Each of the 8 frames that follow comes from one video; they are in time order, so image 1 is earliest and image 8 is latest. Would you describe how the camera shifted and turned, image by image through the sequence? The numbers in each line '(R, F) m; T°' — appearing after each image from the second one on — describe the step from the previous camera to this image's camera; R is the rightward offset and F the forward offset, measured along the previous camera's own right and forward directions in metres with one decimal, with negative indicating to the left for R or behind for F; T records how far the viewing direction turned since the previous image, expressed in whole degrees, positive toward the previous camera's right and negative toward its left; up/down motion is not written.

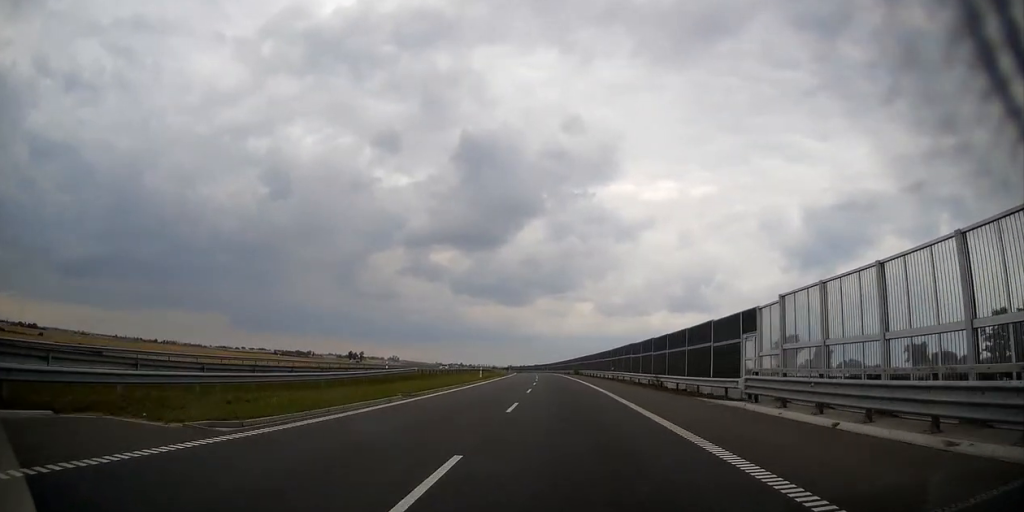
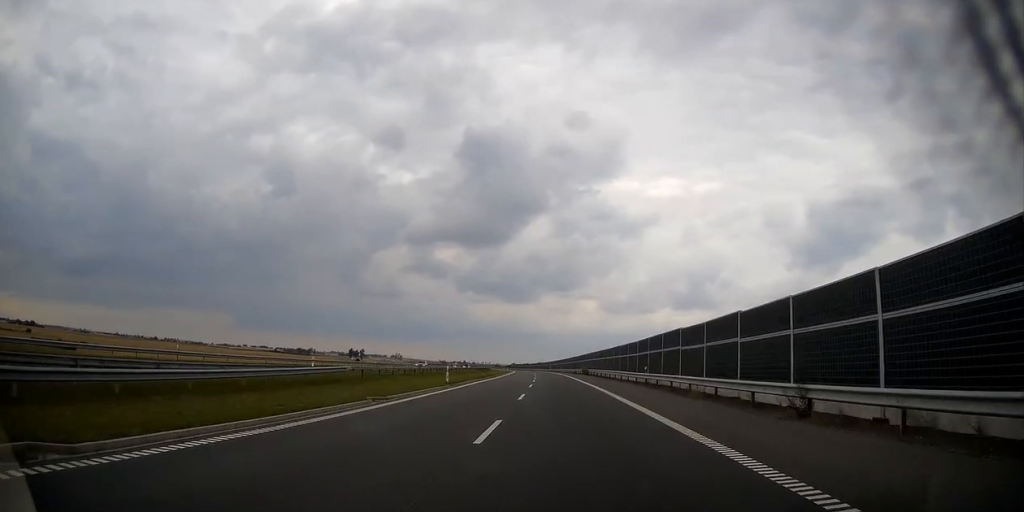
(0.0, +18.8) m; 0°
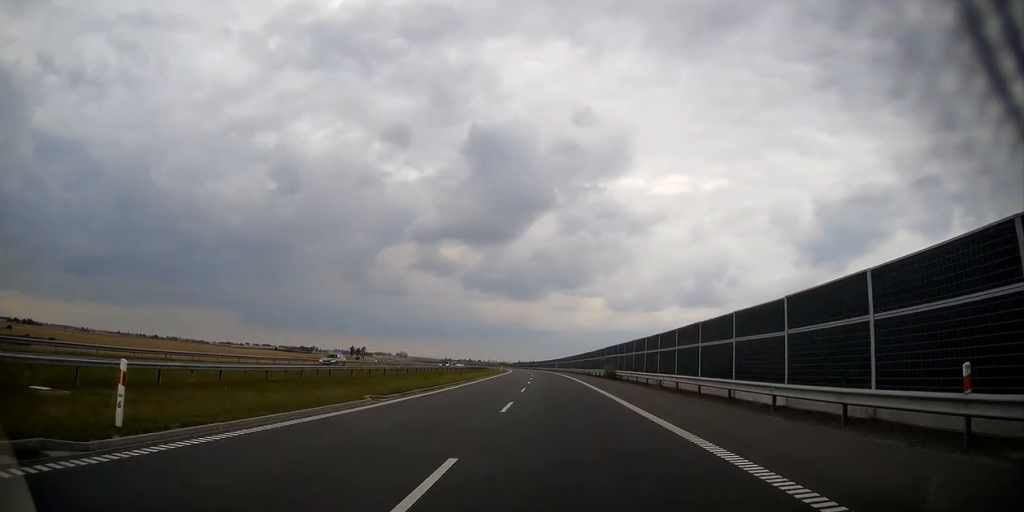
(0.0, +29.5) m; 0°
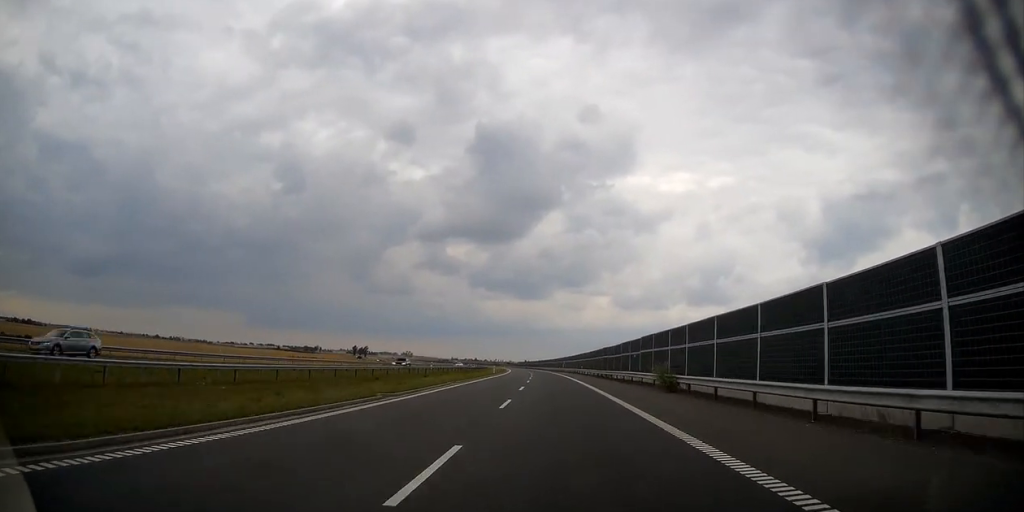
(0.0, +22.5) m; -1°
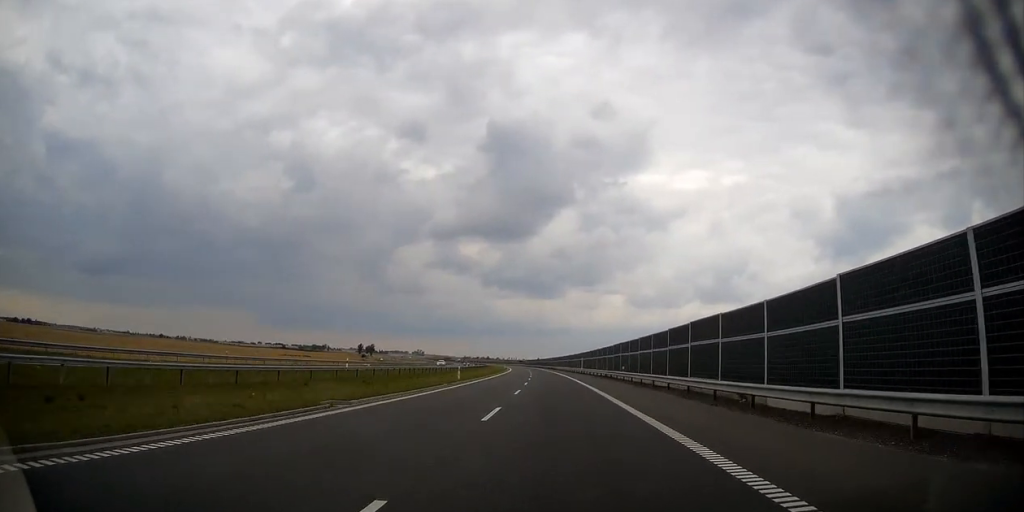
(-0.5, +39.6) m; -1°
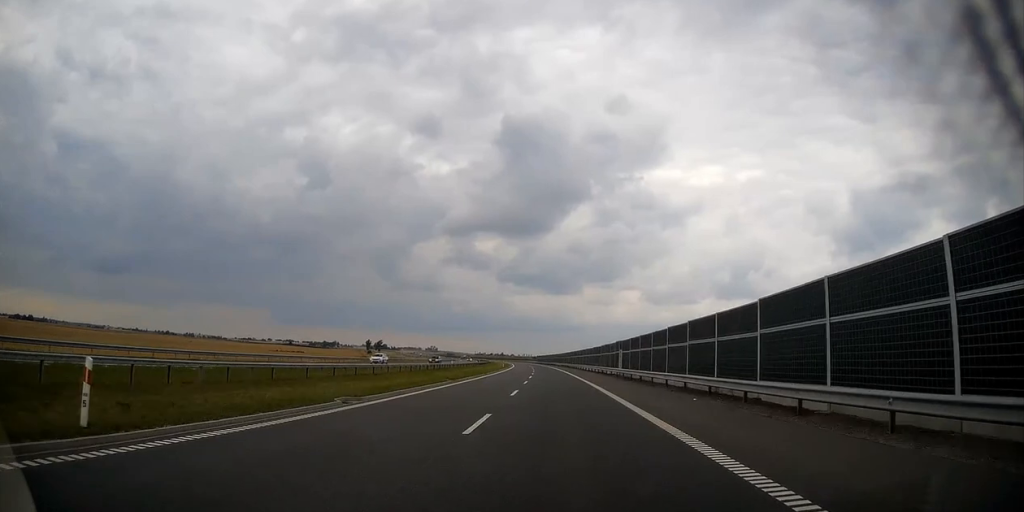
(-0.4, +38.9) m; -1°
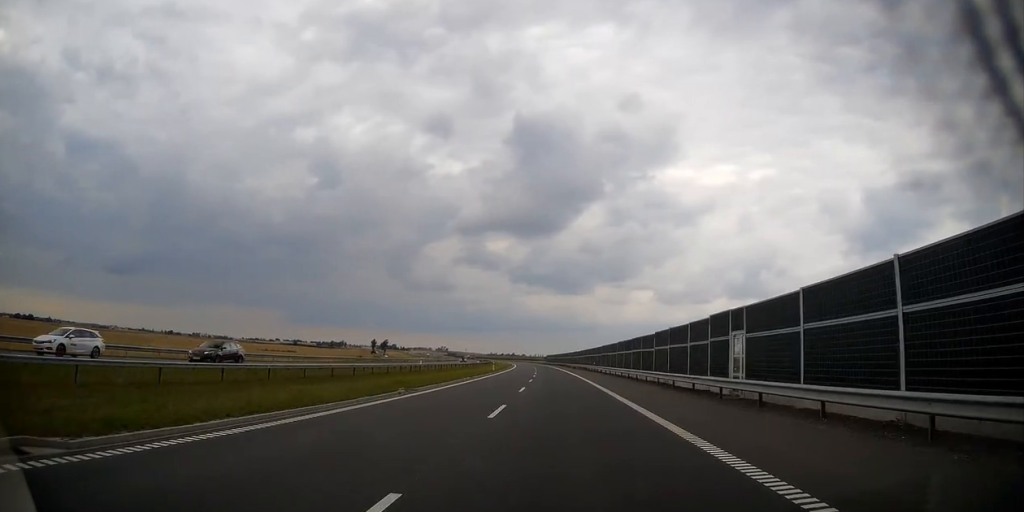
(-0.4, +33.1) m; -1°
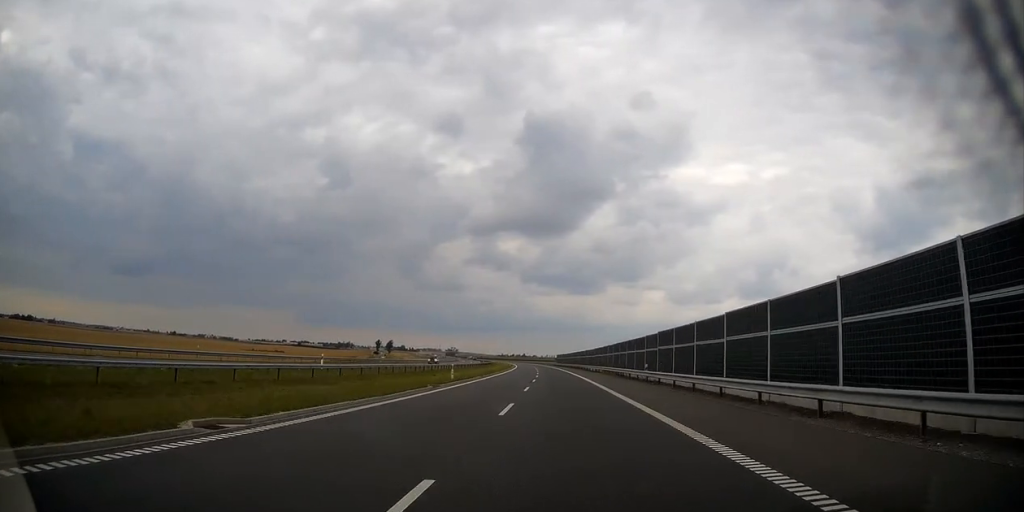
(-0.3, +35.6) m; -1°
